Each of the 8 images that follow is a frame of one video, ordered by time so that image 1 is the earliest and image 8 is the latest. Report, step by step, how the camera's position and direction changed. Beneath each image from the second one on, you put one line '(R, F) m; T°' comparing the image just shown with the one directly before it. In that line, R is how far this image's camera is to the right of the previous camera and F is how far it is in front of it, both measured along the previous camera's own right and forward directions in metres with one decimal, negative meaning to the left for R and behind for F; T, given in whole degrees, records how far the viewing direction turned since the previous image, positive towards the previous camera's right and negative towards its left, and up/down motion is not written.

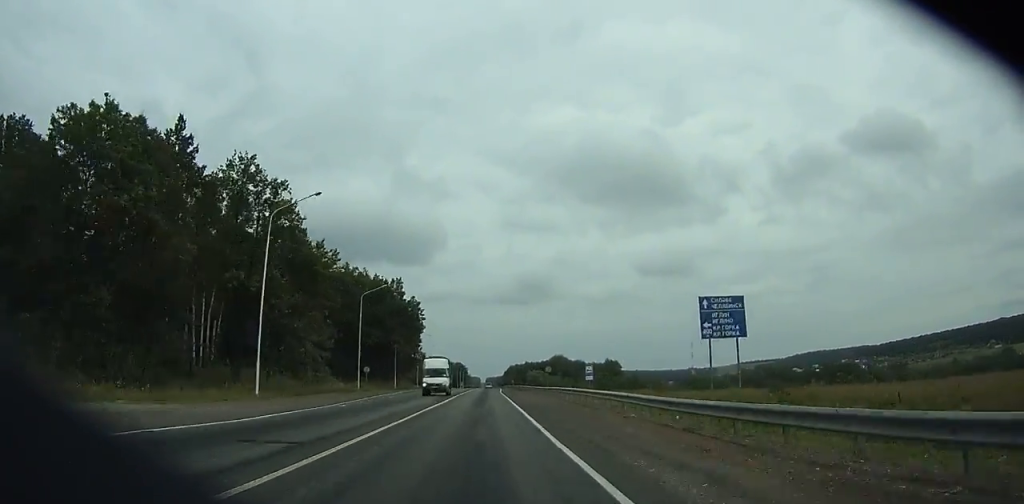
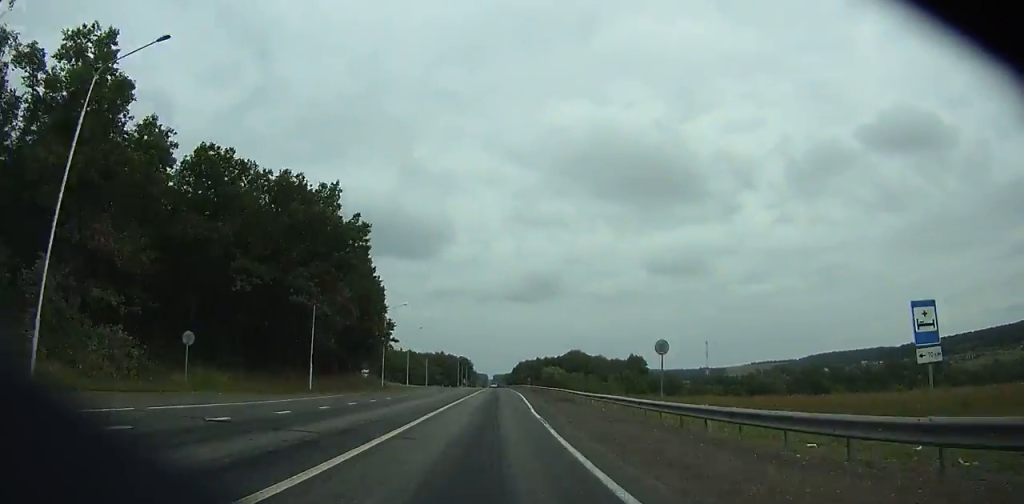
(+0.1, +45.1) m; 0°
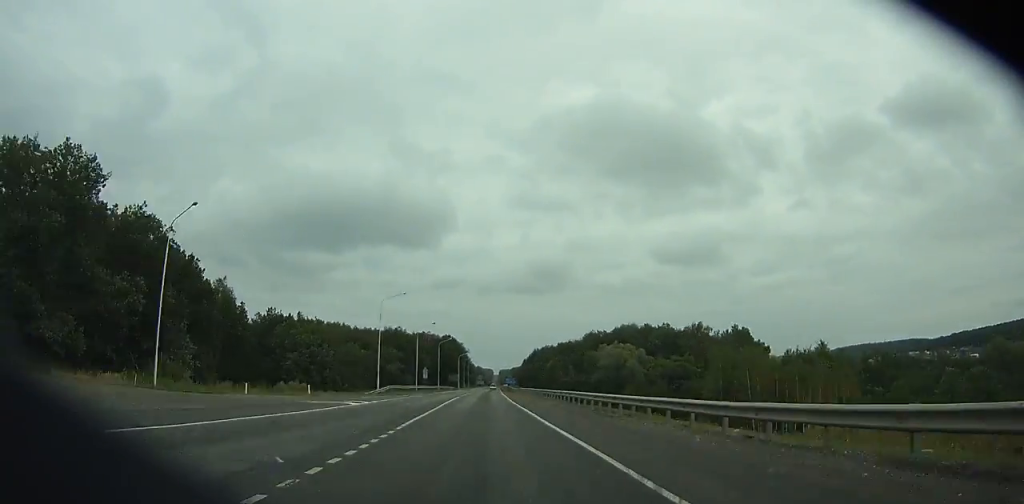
(+0.5, +138.4) m; 0°
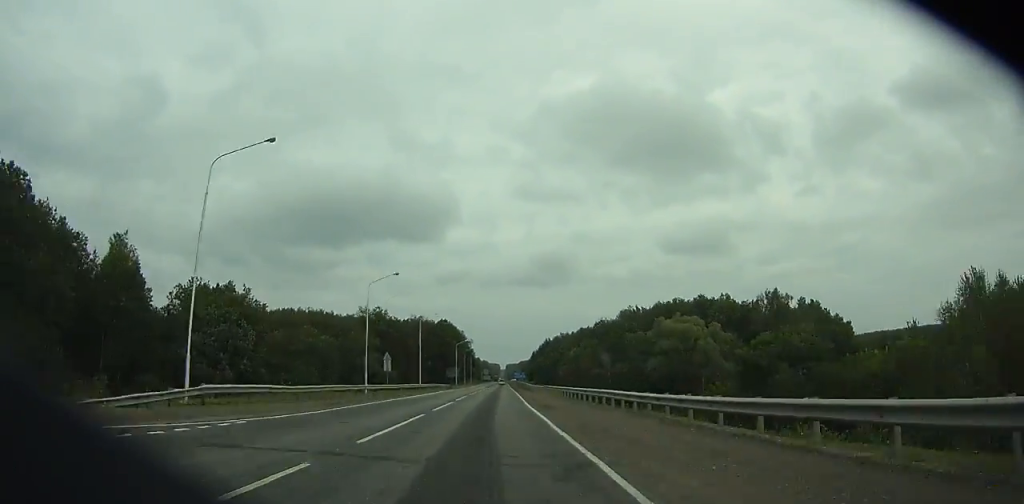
(-0.2, +40.2) m; 0°
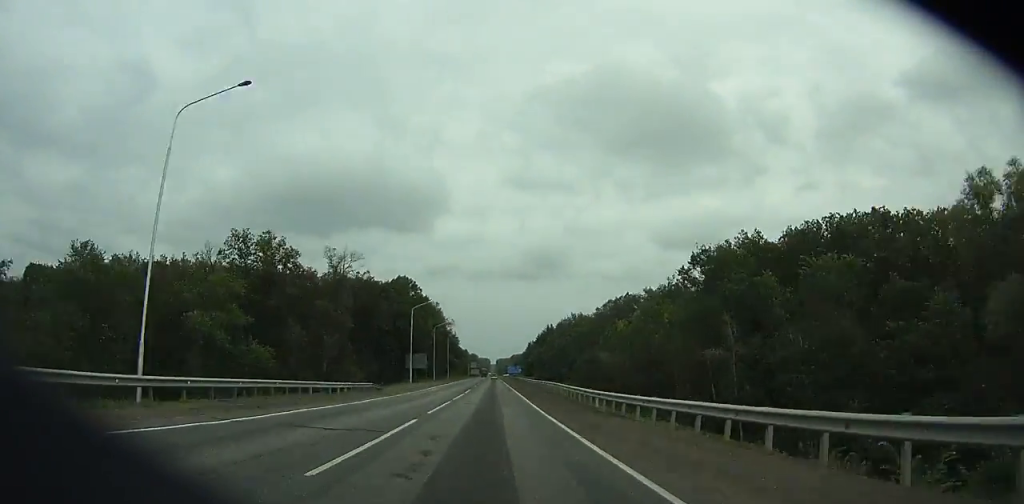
(-0.3, +62.5) m; 0°
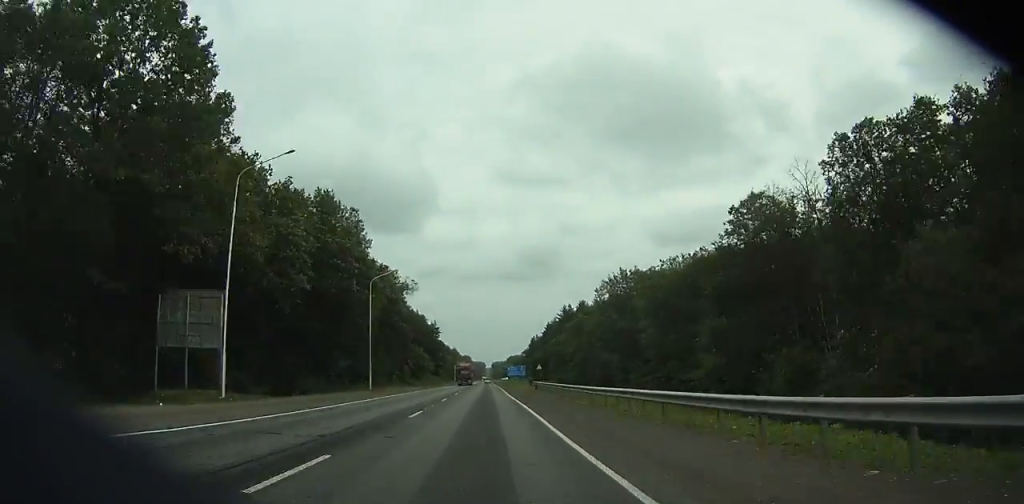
(+0.4, +80.9) m; 0°
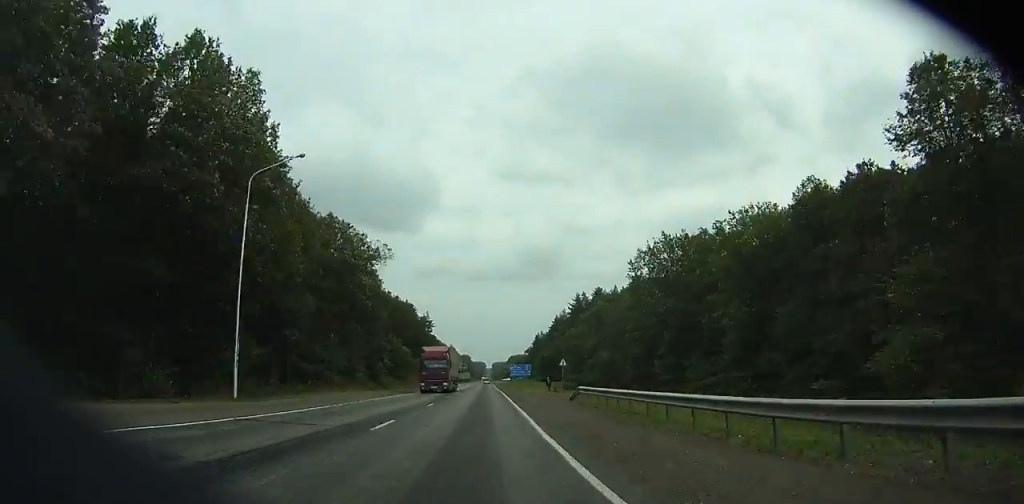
(+0.2, +28.5) m; 0°
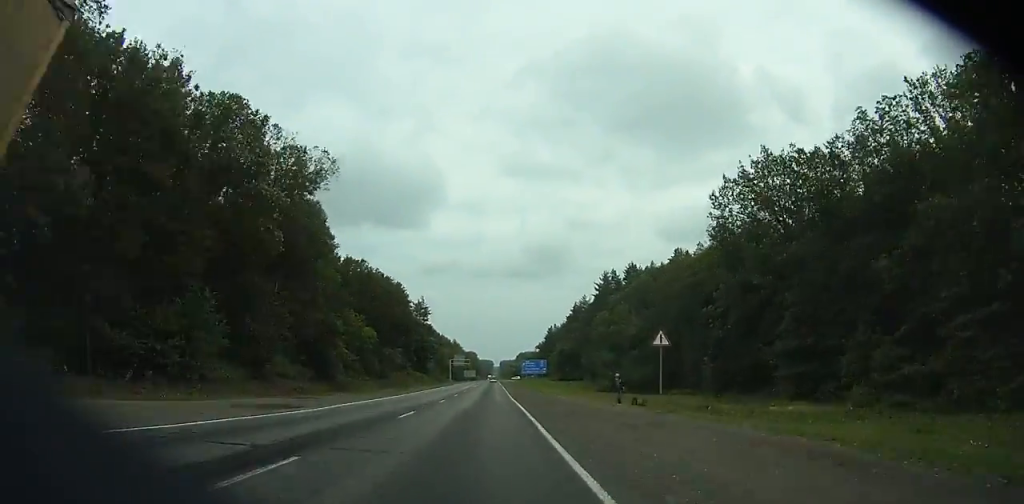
(-0.2, +30.8) m; 0°
